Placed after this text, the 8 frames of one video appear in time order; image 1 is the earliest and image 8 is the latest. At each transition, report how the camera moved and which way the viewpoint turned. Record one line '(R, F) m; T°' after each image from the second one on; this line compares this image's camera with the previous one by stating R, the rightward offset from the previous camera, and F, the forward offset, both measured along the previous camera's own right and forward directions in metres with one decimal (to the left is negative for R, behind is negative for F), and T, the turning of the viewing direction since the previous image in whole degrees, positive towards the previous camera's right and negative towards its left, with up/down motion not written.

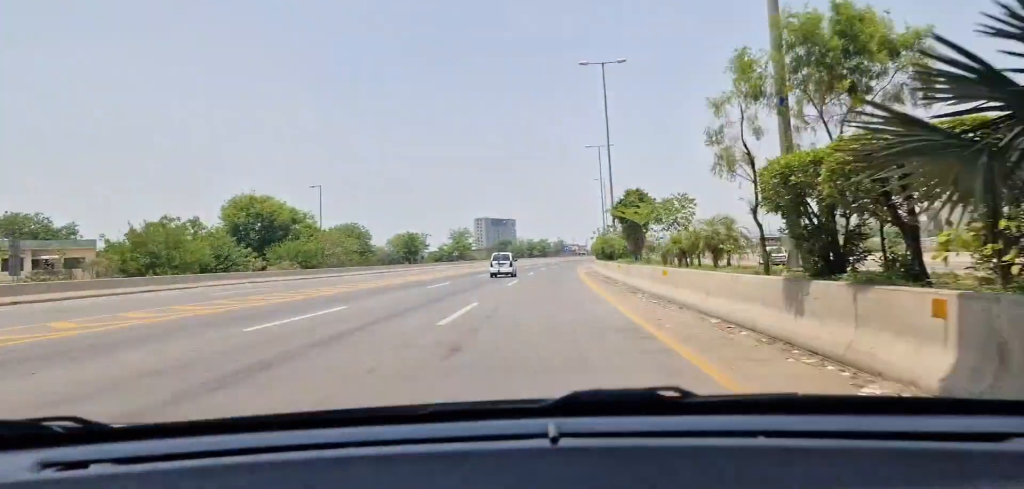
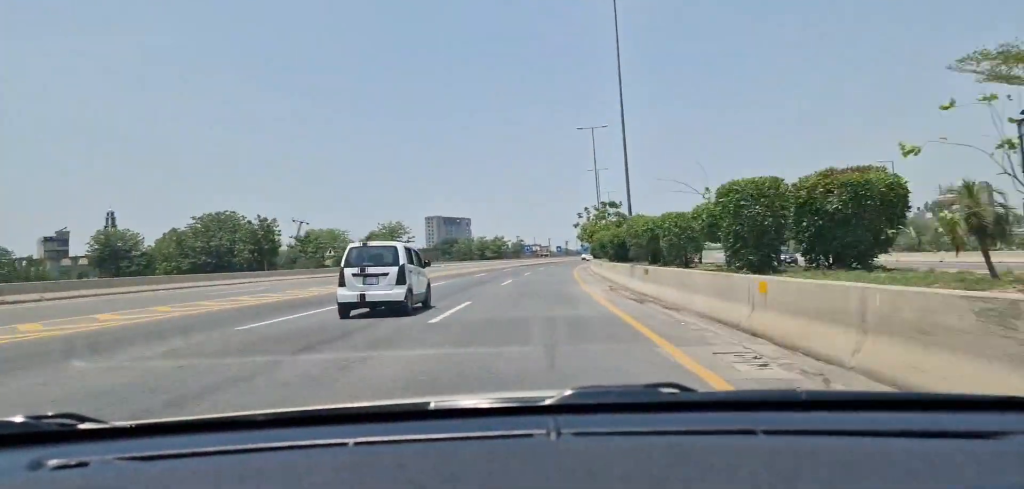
(+1.6, +53.7) m; +4°
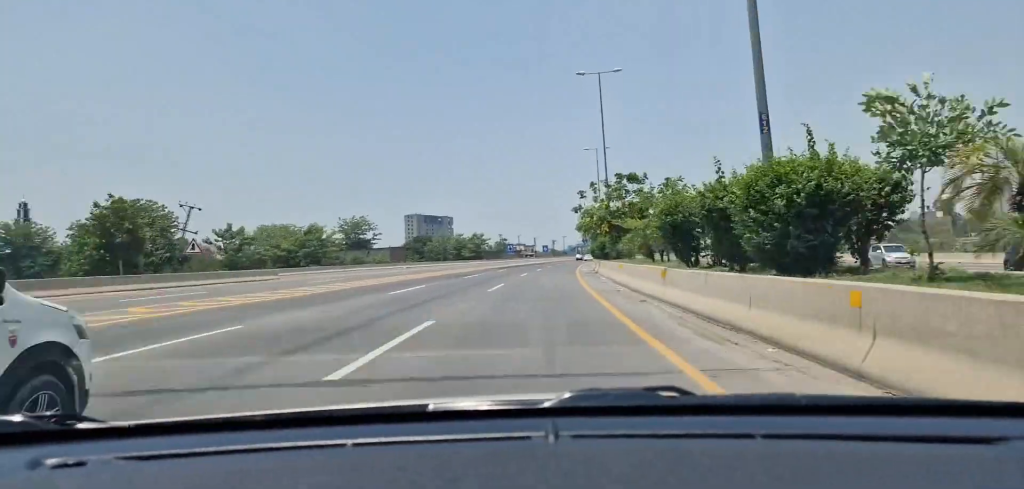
(+0.5, +23.0) m; +1°
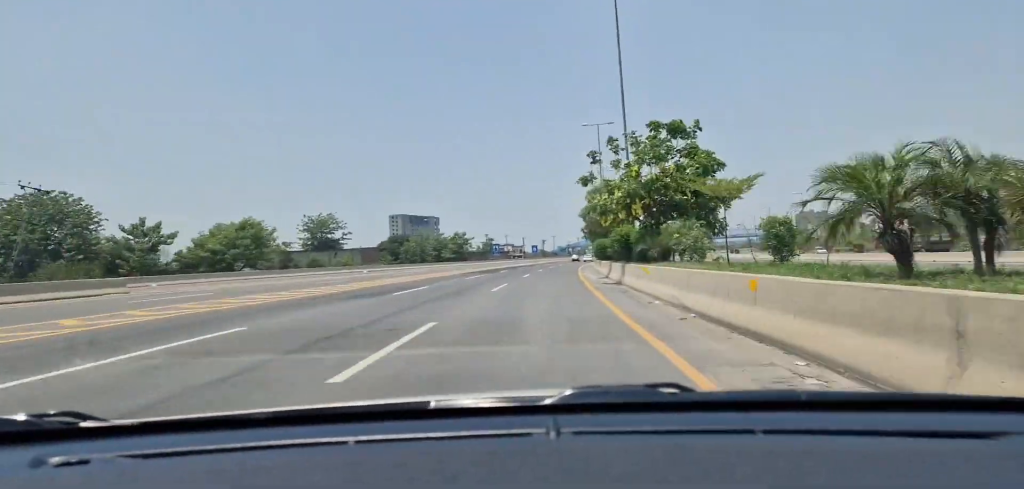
(+0.2, +18.6) m; +1°
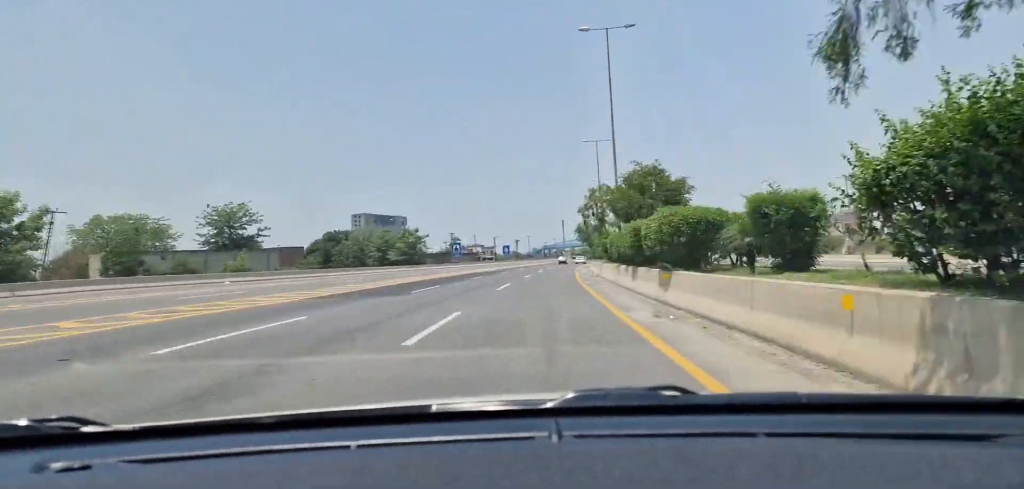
(+0.5, +32.7) m; +2°
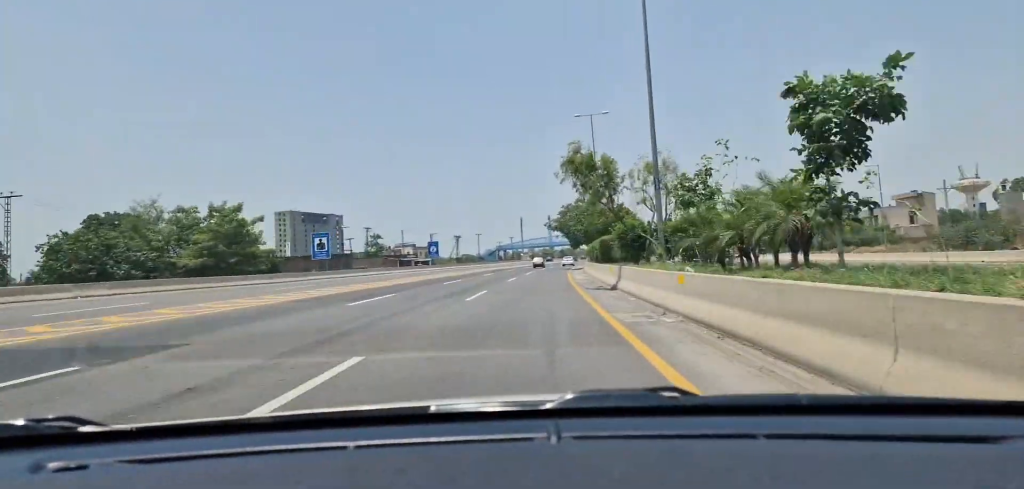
(+1.5, +60.3) m; +3°
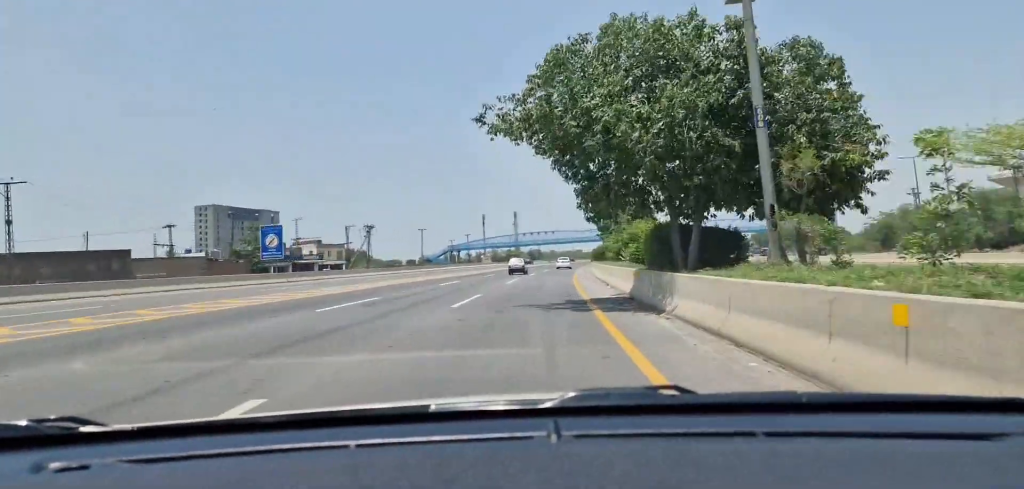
(+1.6, +56.6) m; +3°
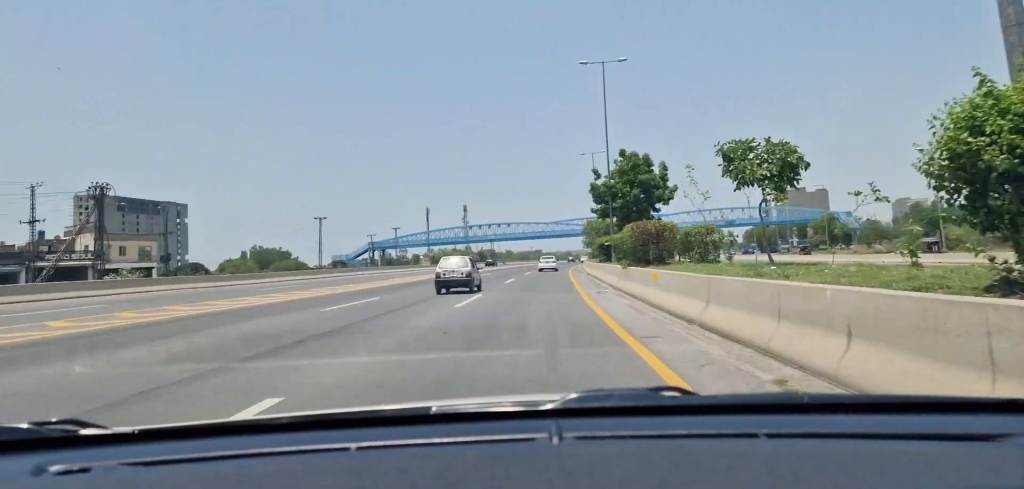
(+1.5, +53.6) m; +2°
